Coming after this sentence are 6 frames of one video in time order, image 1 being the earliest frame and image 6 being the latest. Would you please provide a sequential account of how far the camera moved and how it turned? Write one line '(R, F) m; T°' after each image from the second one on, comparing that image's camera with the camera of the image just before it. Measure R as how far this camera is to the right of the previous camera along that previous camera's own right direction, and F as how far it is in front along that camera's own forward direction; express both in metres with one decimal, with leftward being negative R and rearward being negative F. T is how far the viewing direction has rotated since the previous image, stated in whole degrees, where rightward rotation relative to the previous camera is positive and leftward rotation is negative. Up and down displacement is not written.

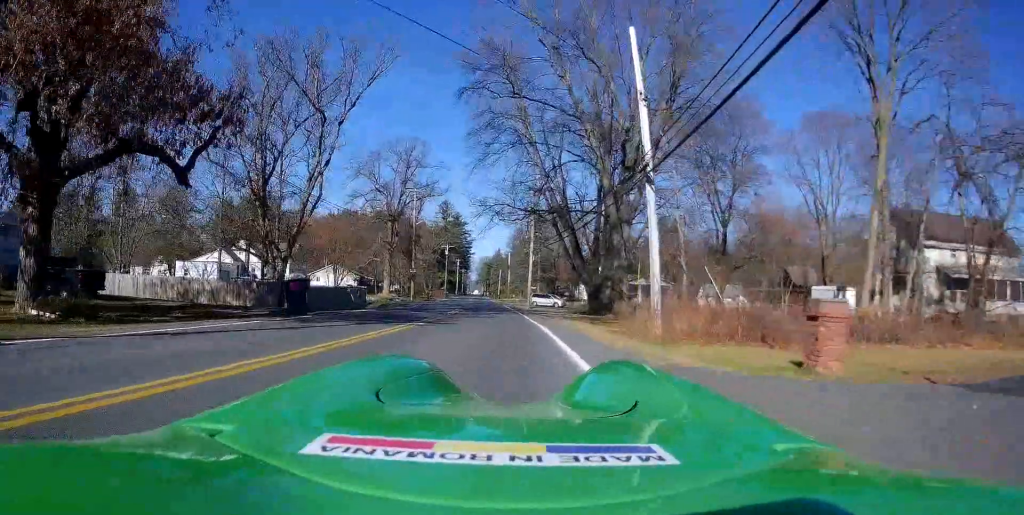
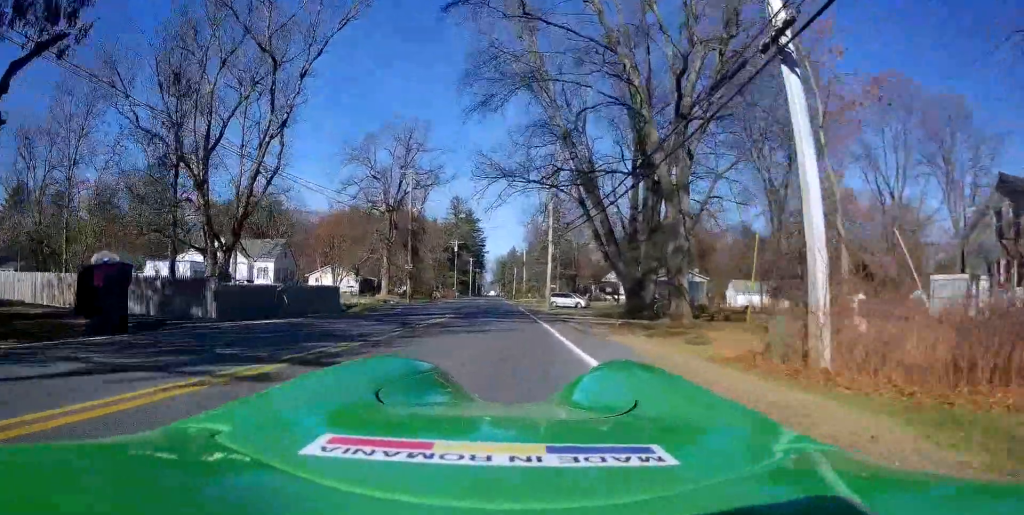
(+0.5, +10.0) m; 0°
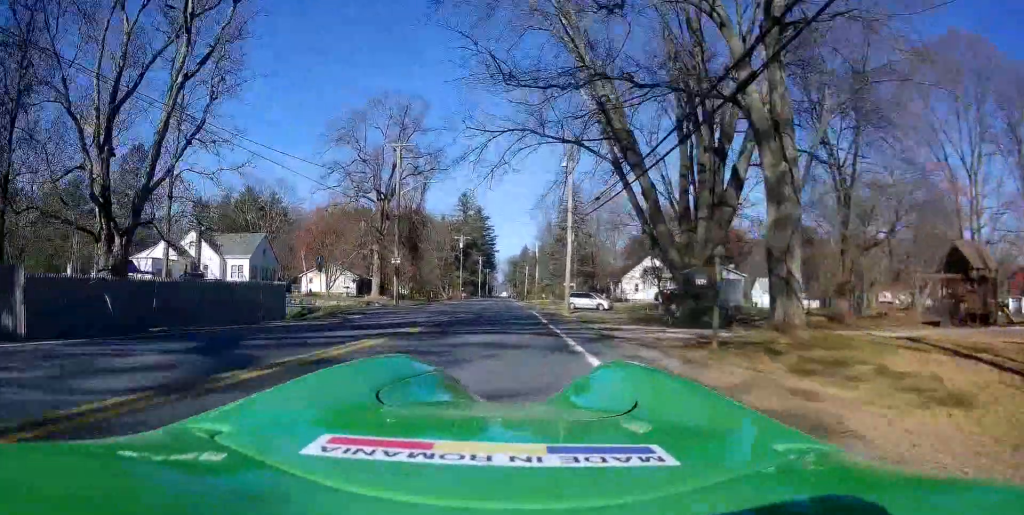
(-0.6, +10.2) m; -3°
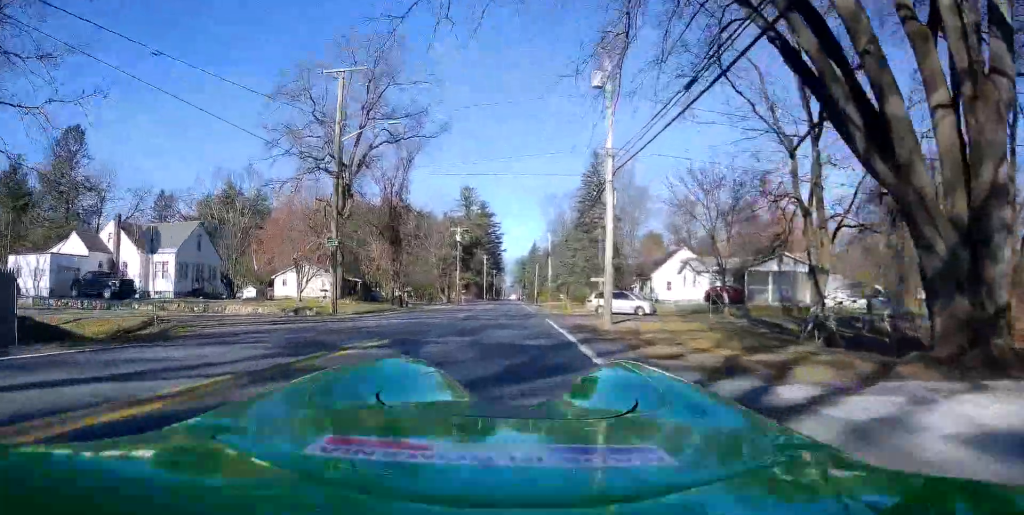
(+0.4, +15.6) m; -1°
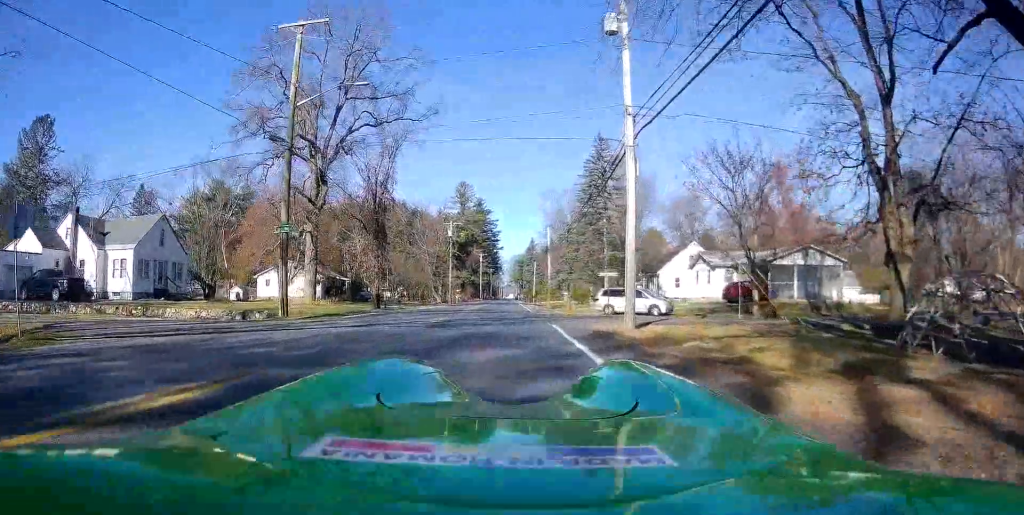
(-0.1, +4.6) m; -1°
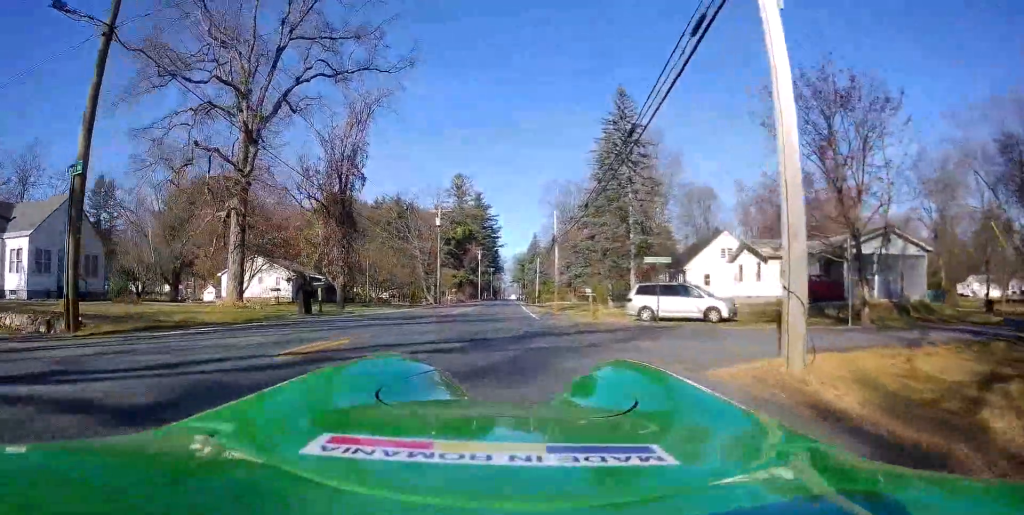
(-0.1, +8.7) m; +2°
